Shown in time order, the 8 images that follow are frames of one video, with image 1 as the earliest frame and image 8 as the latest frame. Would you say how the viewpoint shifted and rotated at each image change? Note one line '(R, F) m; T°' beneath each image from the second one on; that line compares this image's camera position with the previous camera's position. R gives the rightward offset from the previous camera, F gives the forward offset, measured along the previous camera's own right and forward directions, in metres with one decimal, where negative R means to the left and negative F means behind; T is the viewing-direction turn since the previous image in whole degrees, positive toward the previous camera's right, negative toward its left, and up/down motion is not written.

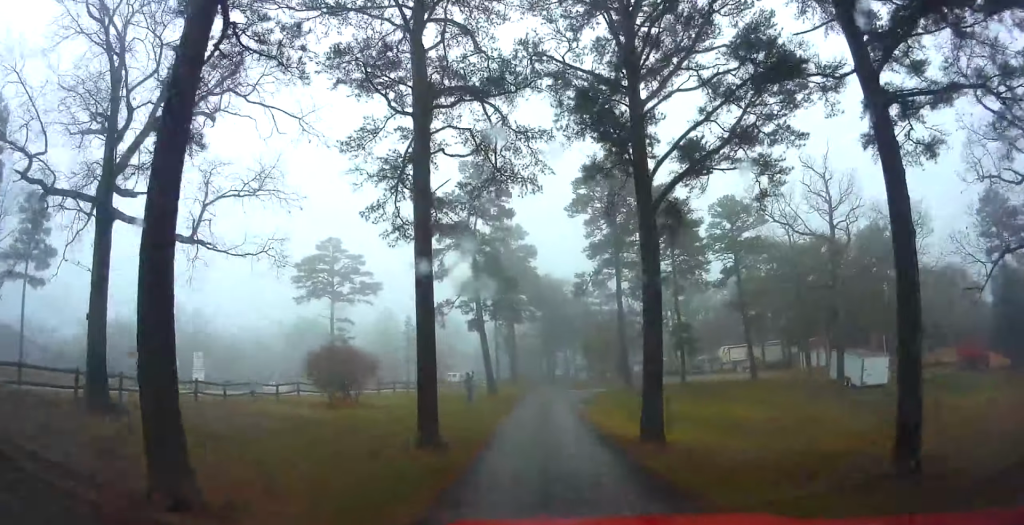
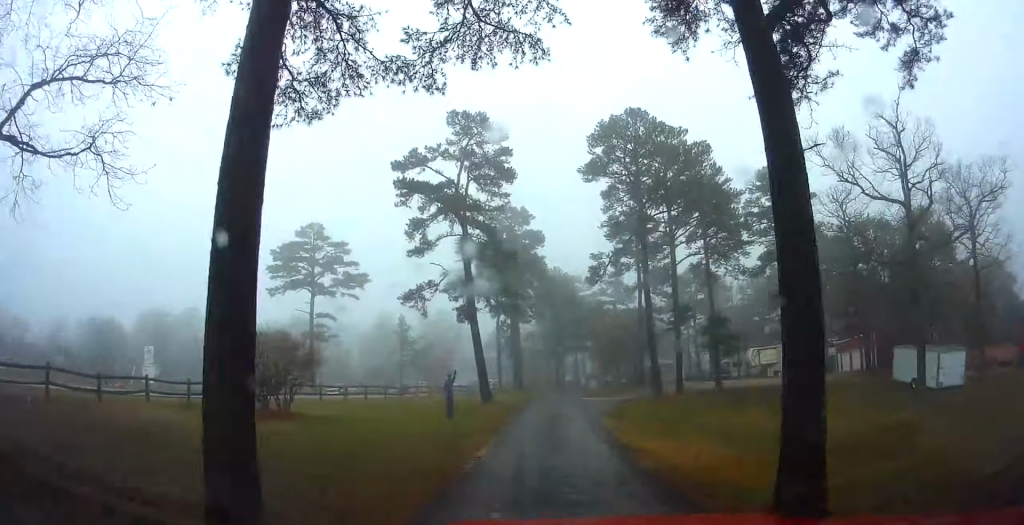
(+0.1, +7.9) m; -1°
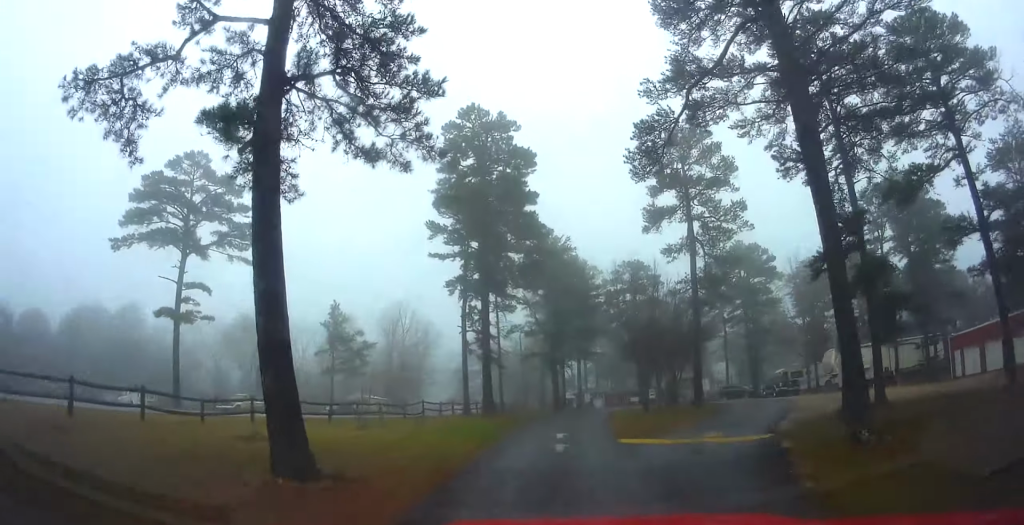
(0.0, +21.6) m; 0°
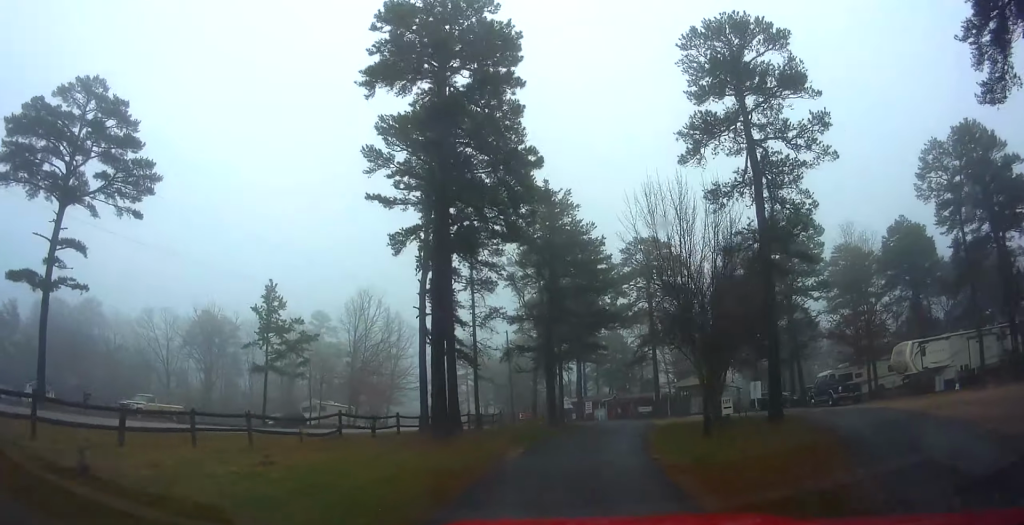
(-0.4, +11.9) m; +1°
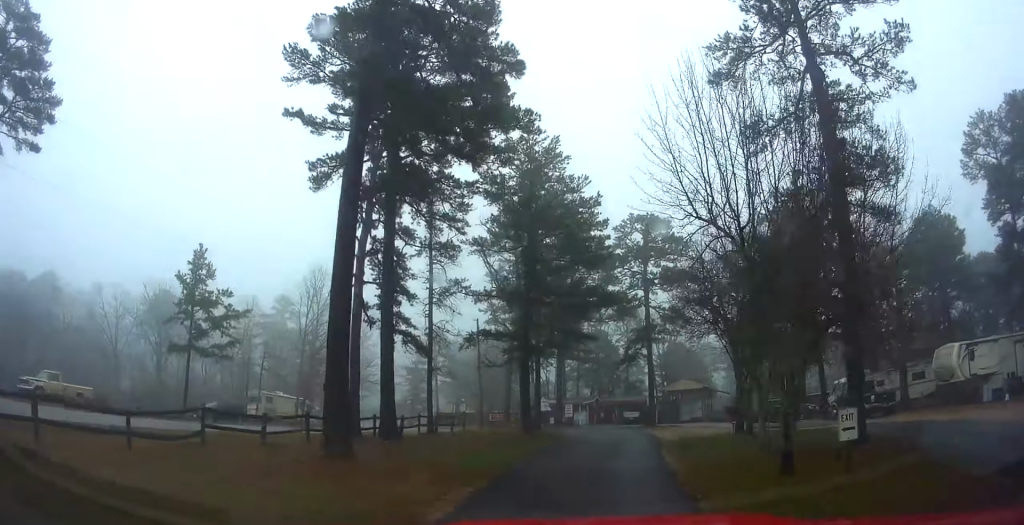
(+0.3, +7.1) m; +3°
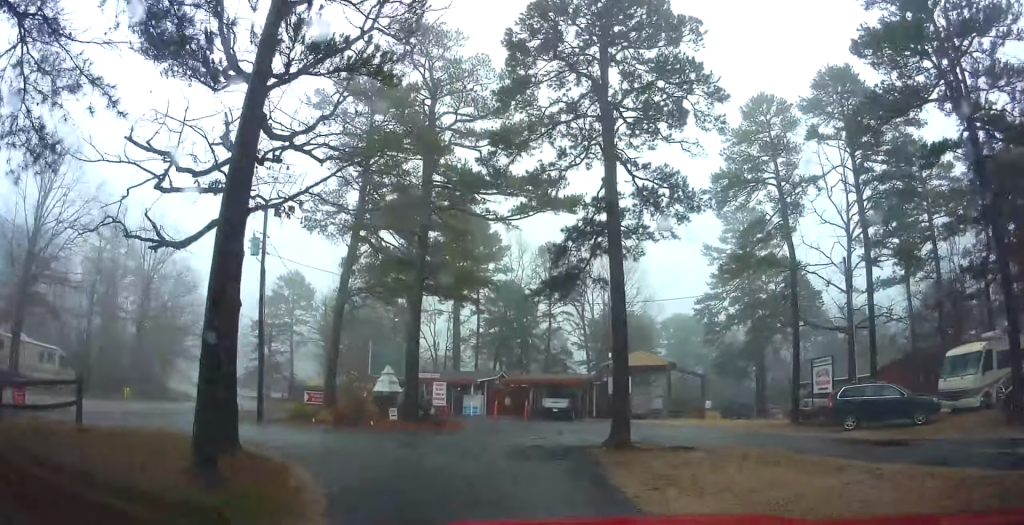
(+1.6, +23.3) m; 0°
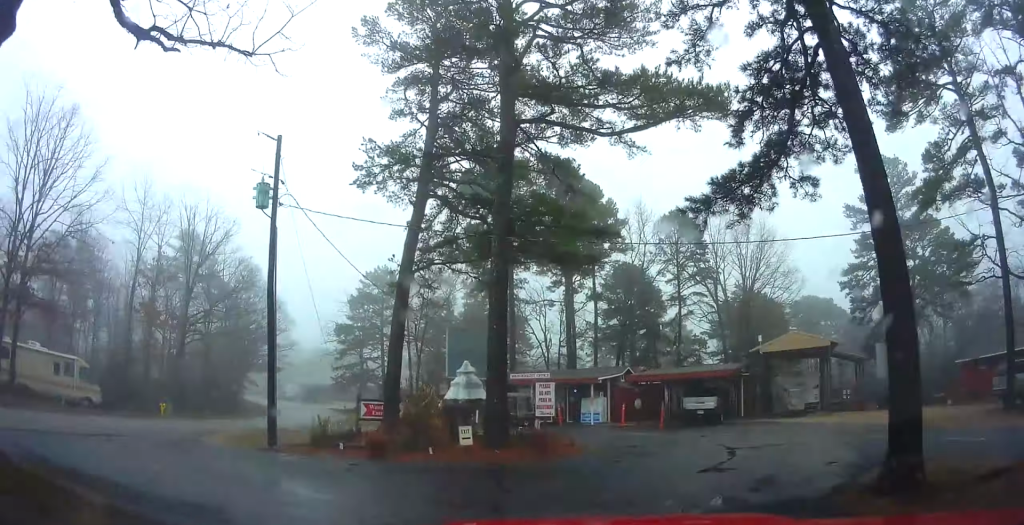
(-0.5, +7.8) m; -13°
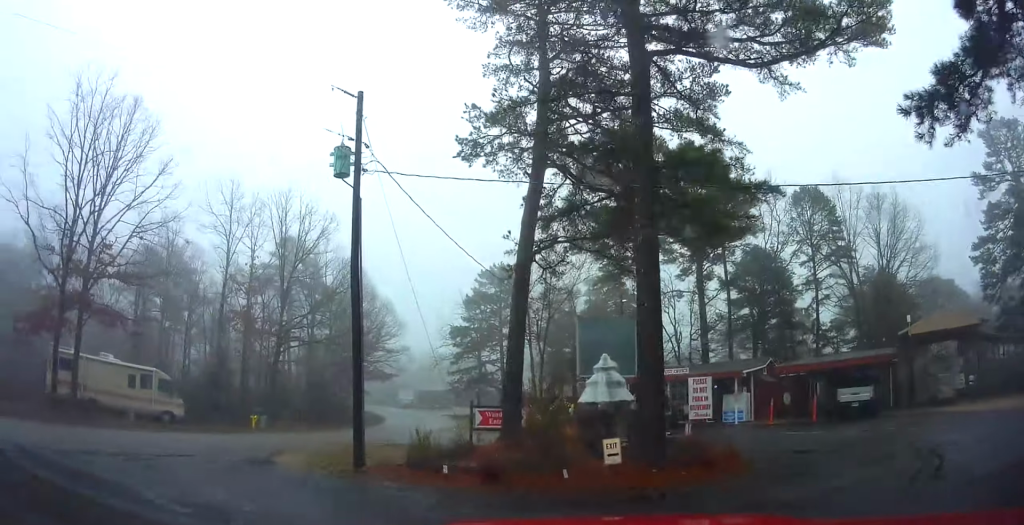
(-0.2, +3.3) m; -9°
